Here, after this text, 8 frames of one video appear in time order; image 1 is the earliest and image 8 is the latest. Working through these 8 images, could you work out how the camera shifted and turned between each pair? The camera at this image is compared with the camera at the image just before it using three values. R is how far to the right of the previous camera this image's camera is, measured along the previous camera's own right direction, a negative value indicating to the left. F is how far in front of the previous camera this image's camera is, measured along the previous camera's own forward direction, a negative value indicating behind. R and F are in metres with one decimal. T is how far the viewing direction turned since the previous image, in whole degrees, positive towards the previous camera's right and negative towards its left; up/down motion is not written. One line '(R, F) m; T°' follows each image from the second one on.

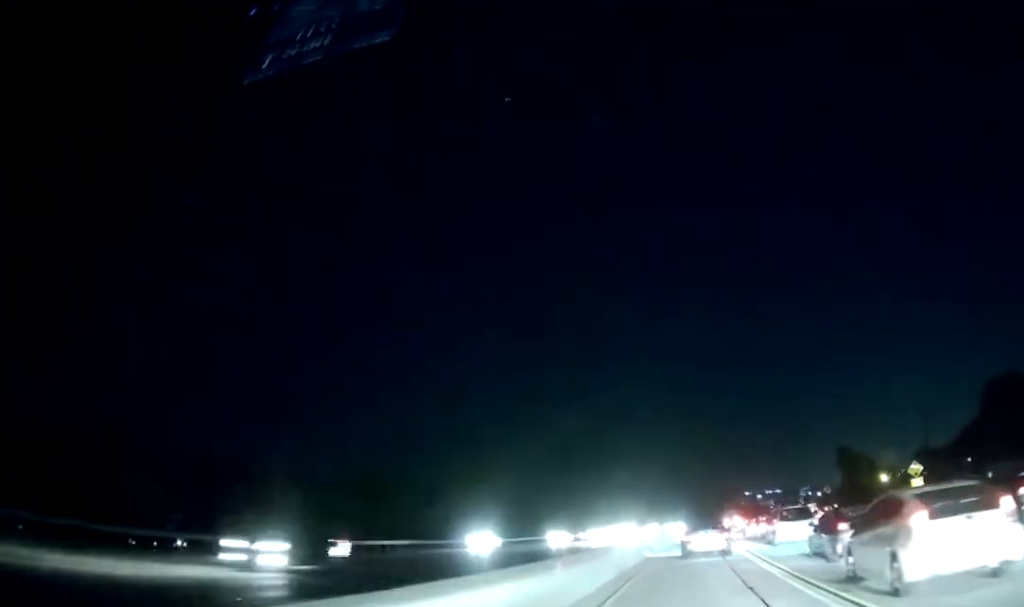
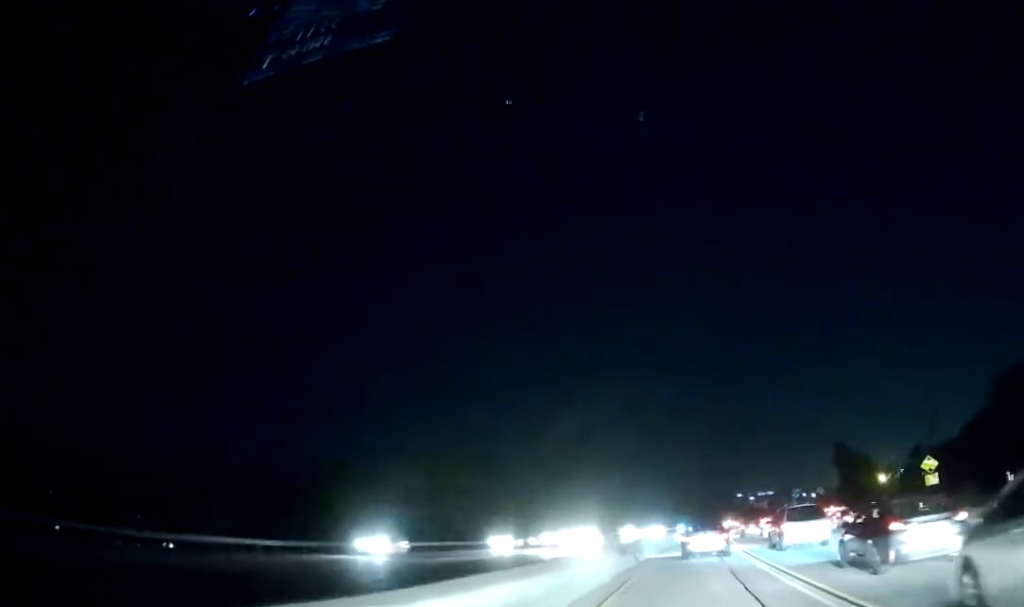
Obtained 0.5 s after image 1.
(+0.2, +6.0) m; +1°
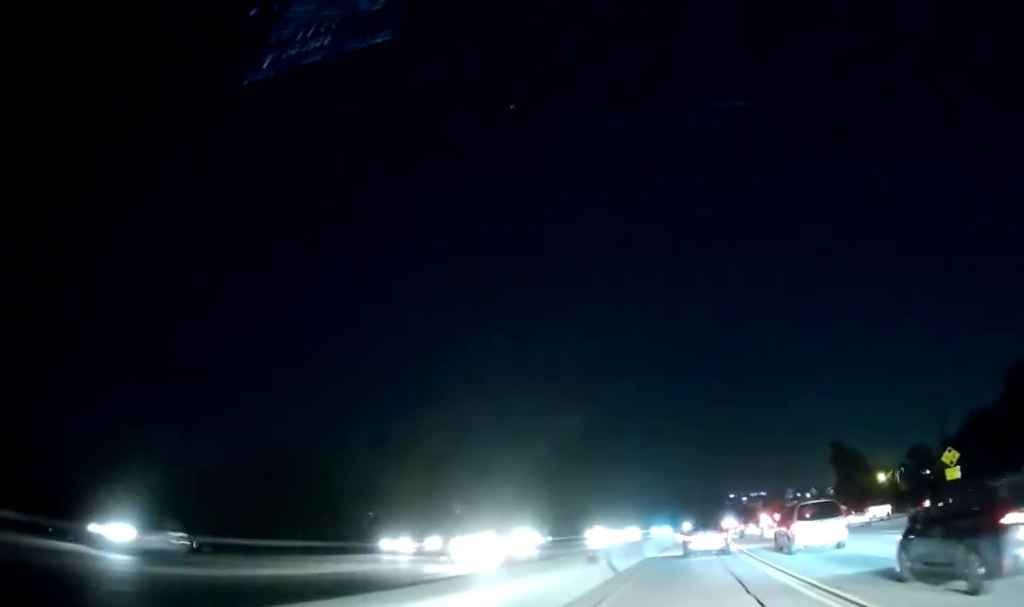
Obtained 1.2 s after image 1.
(+0.1, +7.2) m; +1°
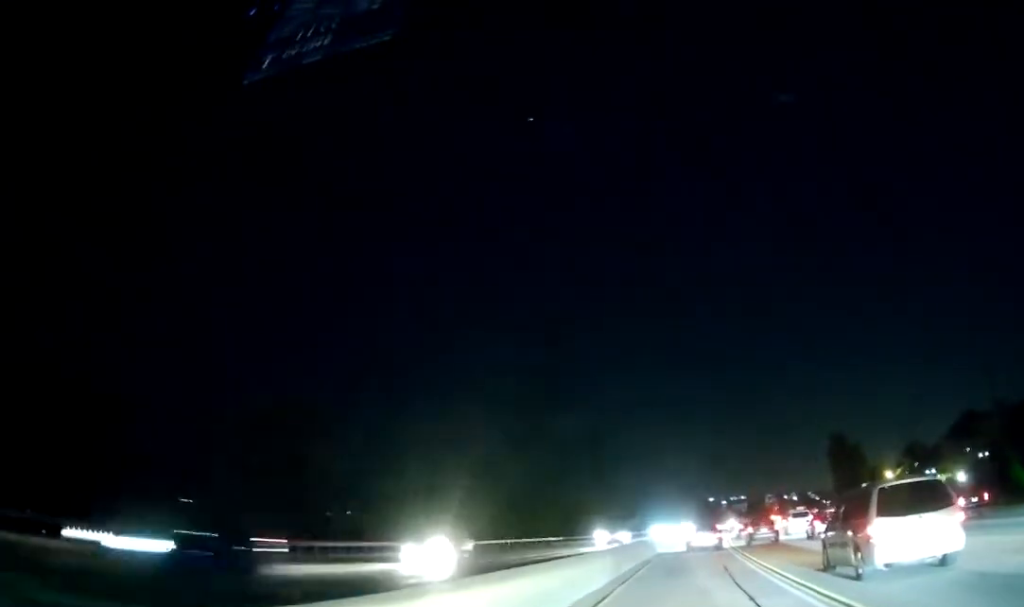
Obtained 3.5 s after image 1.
(+0.2, +26.9) m; +1°
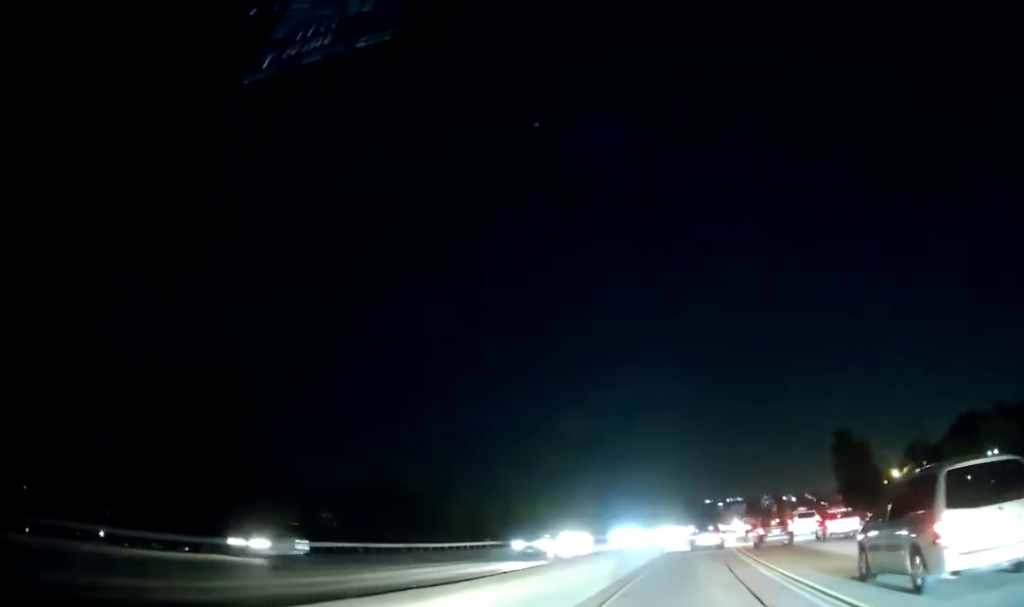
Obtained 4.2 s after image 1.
(+0.1, +8.7) m; +1°
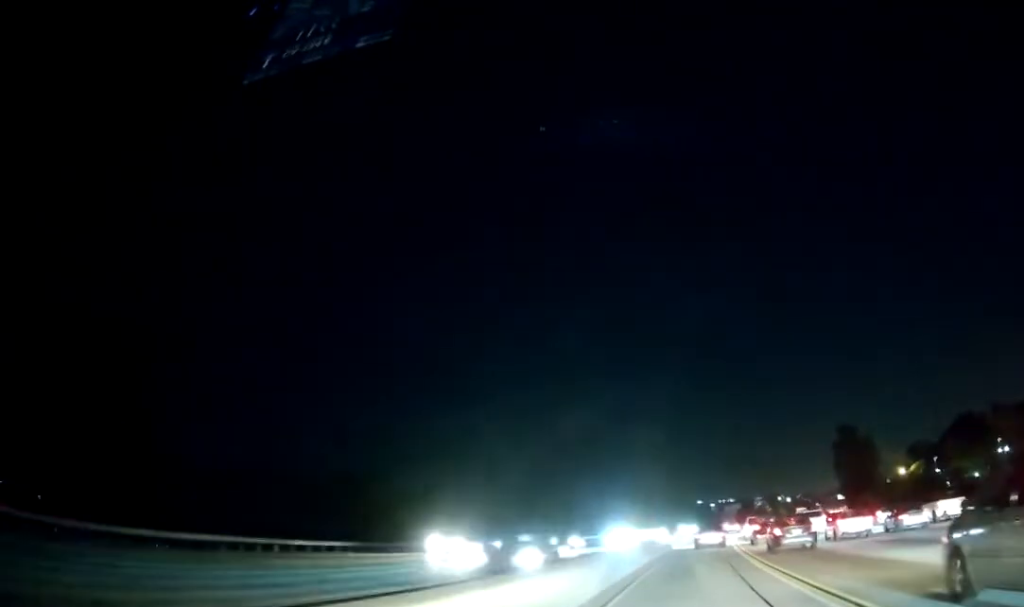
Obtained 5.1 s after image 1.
(0.0, +10.6) m; +1°
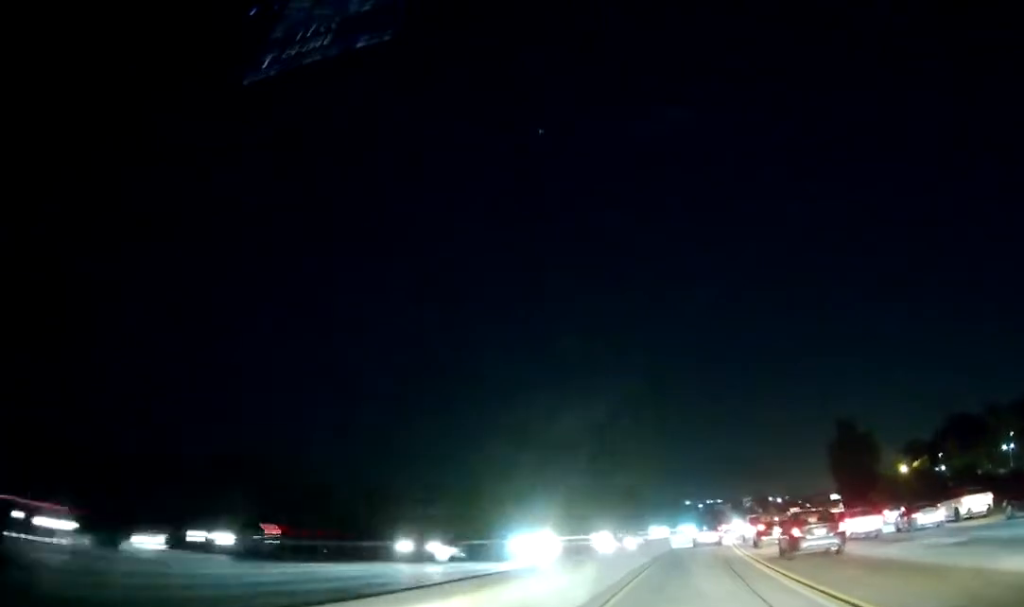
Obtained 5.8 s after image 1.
(+0.1, +9.2) m; +1°
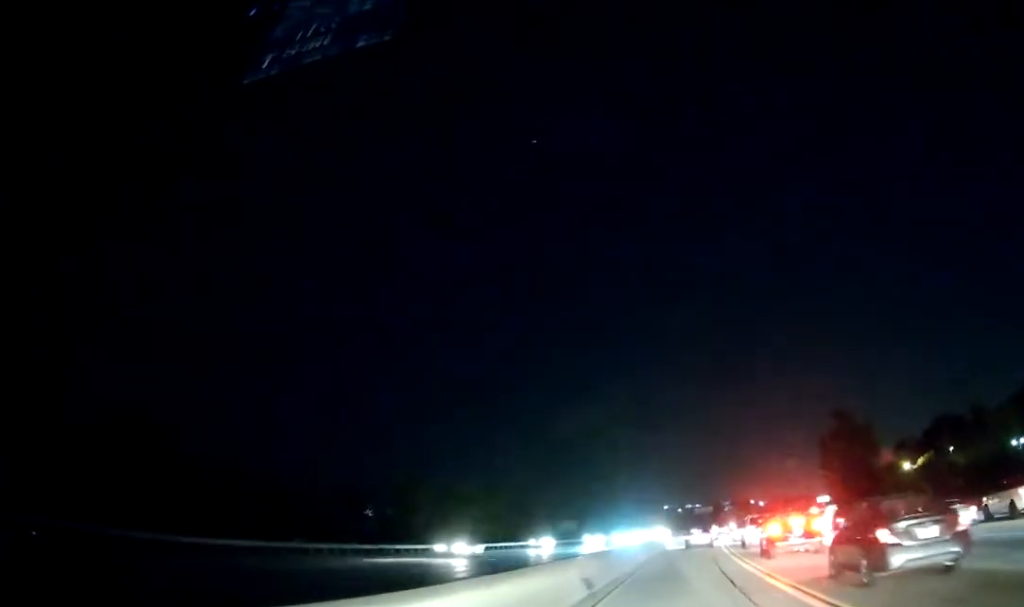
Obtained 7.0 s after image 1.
(+0.1, +15.4) m; +2°
